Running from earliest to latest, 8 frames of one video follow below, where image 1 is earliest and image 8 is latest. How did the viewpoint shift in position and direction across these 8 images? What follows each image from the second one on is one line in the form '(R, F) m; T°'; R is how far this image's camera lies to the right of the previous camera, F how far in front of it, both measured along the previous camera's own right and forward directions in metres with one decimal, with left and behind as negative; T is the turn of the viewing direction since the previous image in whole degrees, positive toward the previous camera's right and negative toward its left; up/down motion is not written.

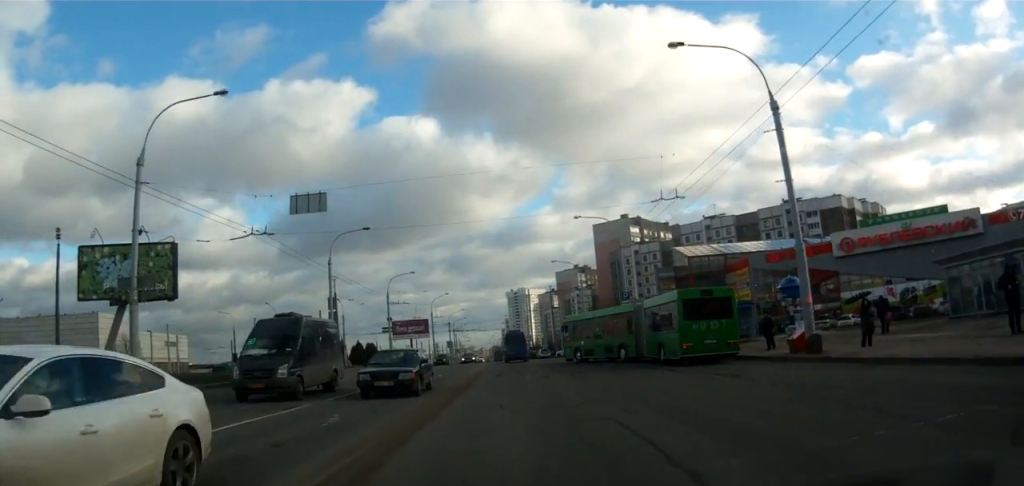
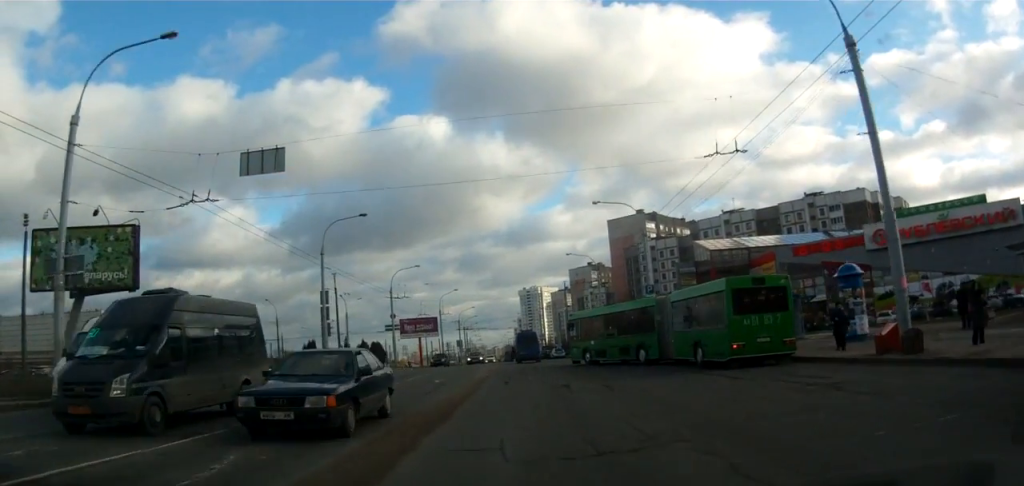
(-0.2, +5.0) m; -2°
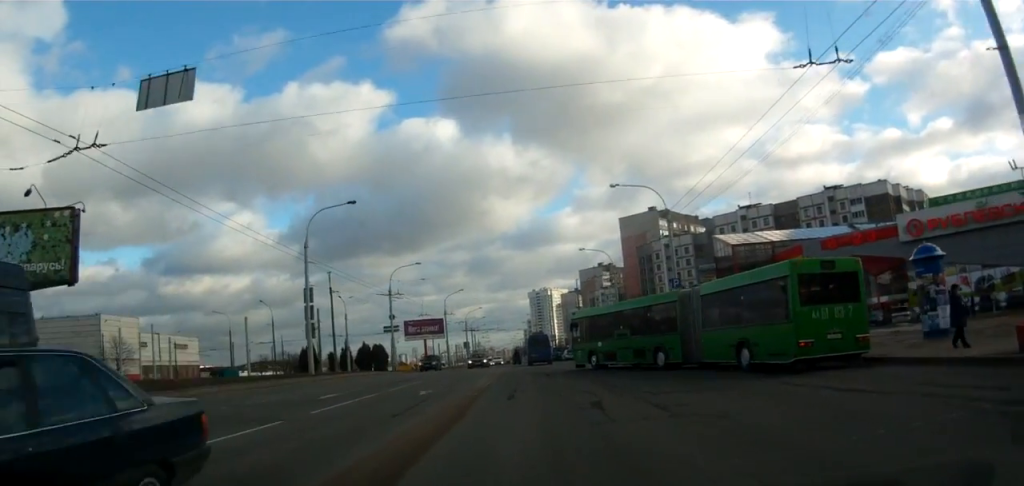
(-0.2, +5.5) m; -2°
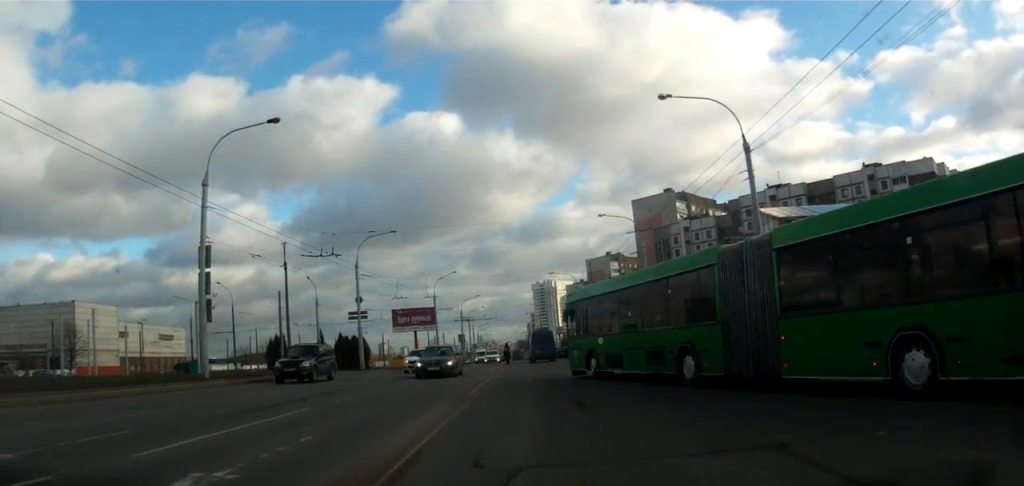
(0.0, +15.8) m; 0°
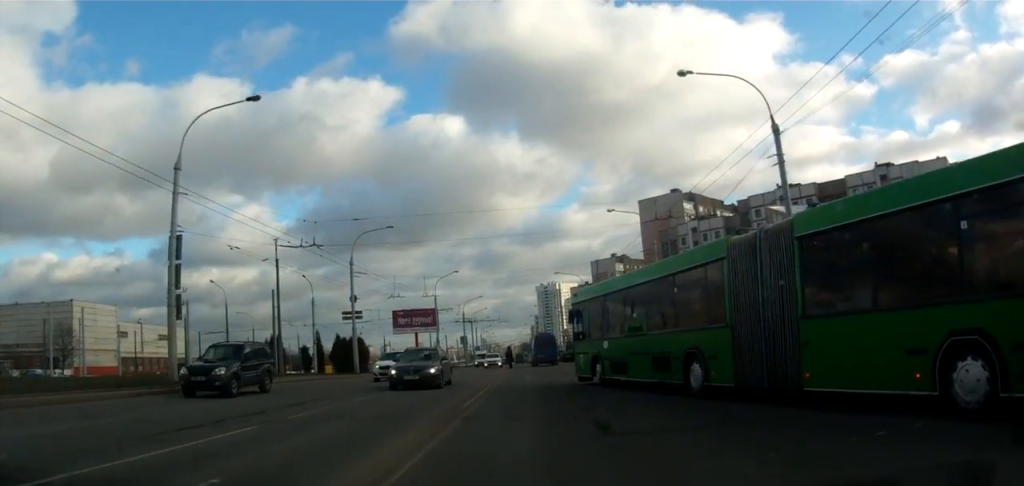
(0.0, +3.6) m; +1°
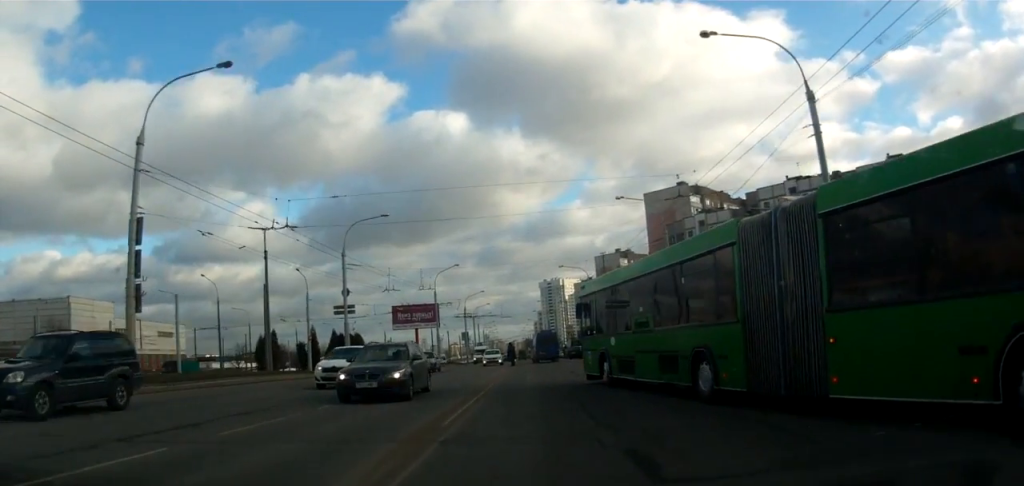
(0.0, +3.6) m; +1°
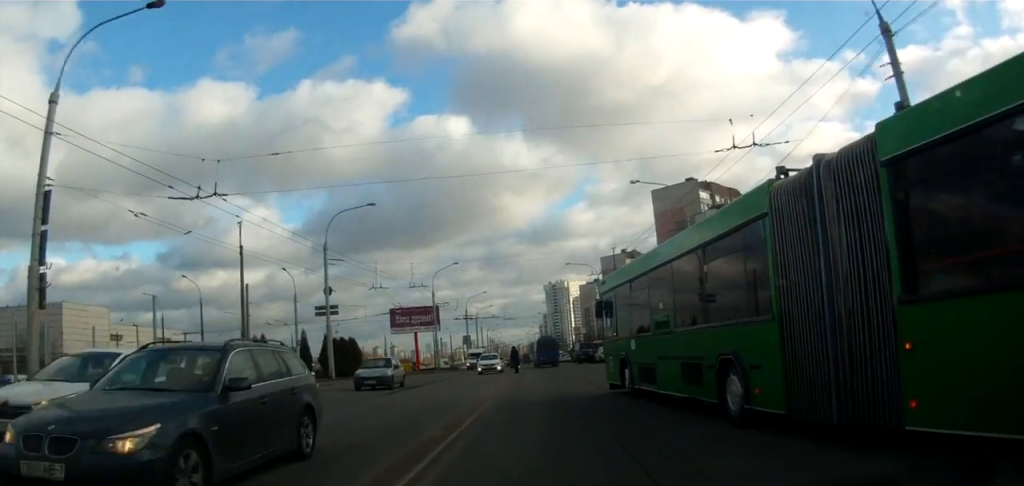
(+0.1, +5.8) m; +1°
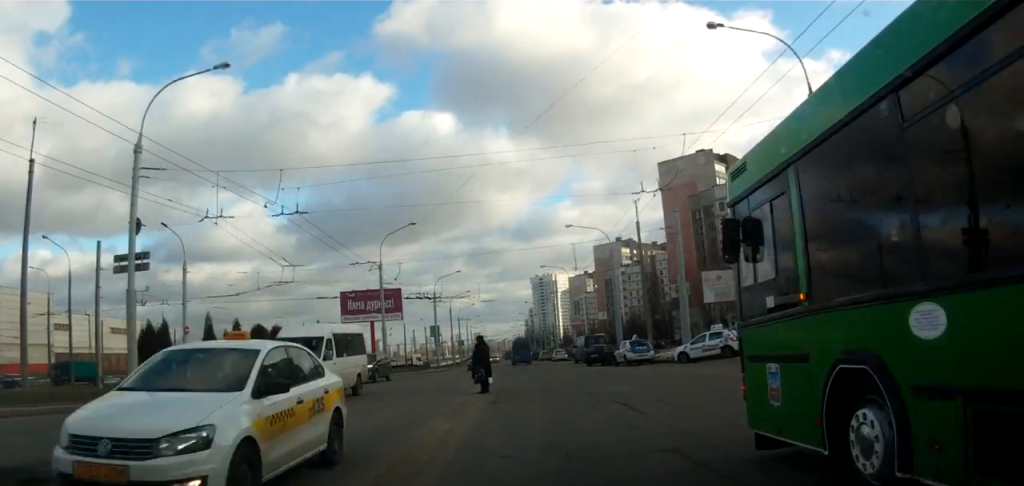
(-0.8, +20.3) m; -5°
